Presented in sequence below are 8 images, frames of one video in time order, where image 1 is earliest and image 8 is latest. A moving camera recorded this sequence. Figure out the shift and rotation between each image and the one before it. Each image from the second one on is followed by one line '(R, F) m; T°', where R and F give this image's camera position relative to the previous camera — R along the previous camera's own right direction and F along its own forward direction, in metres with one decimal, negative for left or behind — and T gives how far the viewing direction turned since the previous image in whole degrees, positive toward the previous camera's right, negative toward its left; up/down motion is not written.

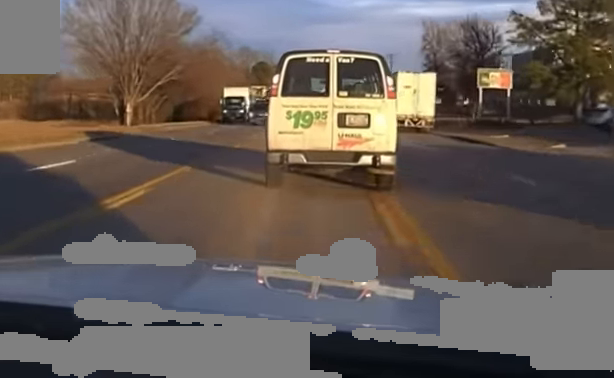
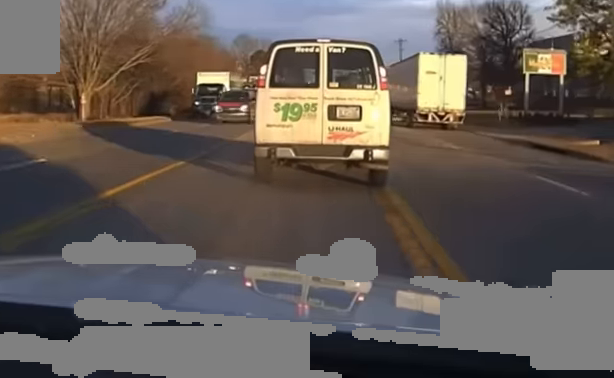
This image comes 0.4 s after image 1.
(0.0, +13.7) m; 0°
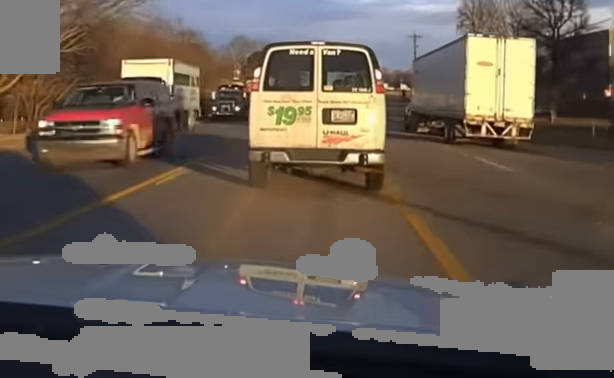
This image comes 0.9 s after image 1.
(0.0, +18.2) m; 0°
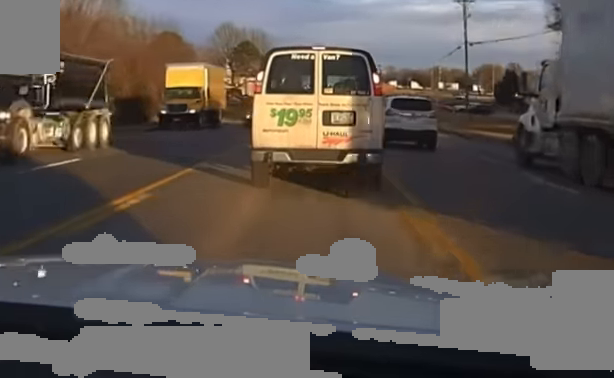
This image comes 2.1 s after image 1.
(-0.4, +42.0) m; 0°
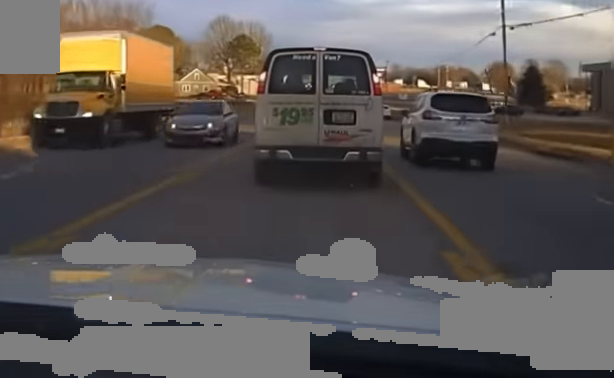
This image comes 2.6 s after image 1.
(+0.1, +16.8) m; 0°
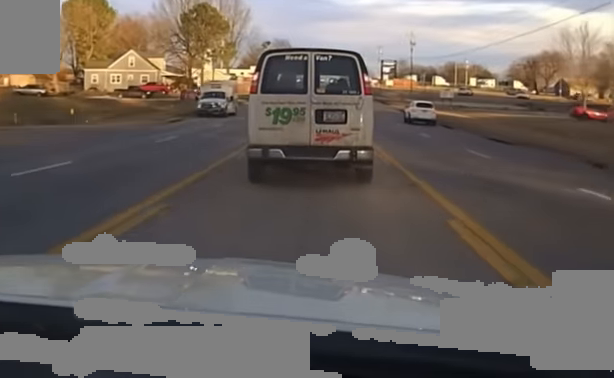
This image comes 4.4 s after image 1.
(+0.1, +62.2) m; 0°
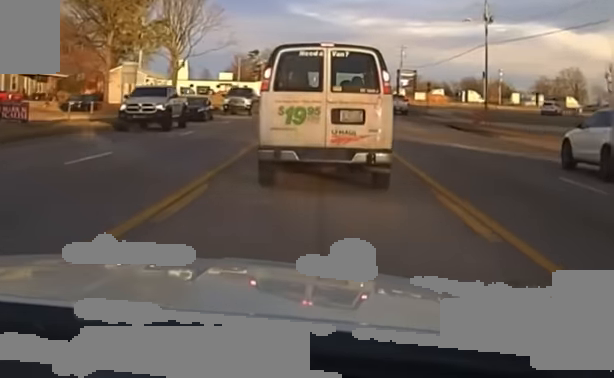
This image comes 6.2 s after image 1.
(+0.4, +54.3) m; 0°
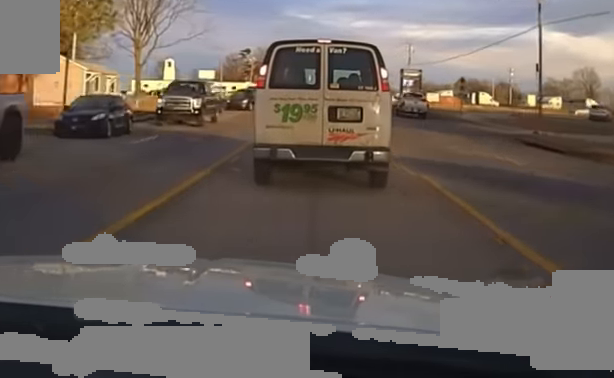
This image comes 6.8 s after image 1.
(-0.2, +18.2) m; 0°
